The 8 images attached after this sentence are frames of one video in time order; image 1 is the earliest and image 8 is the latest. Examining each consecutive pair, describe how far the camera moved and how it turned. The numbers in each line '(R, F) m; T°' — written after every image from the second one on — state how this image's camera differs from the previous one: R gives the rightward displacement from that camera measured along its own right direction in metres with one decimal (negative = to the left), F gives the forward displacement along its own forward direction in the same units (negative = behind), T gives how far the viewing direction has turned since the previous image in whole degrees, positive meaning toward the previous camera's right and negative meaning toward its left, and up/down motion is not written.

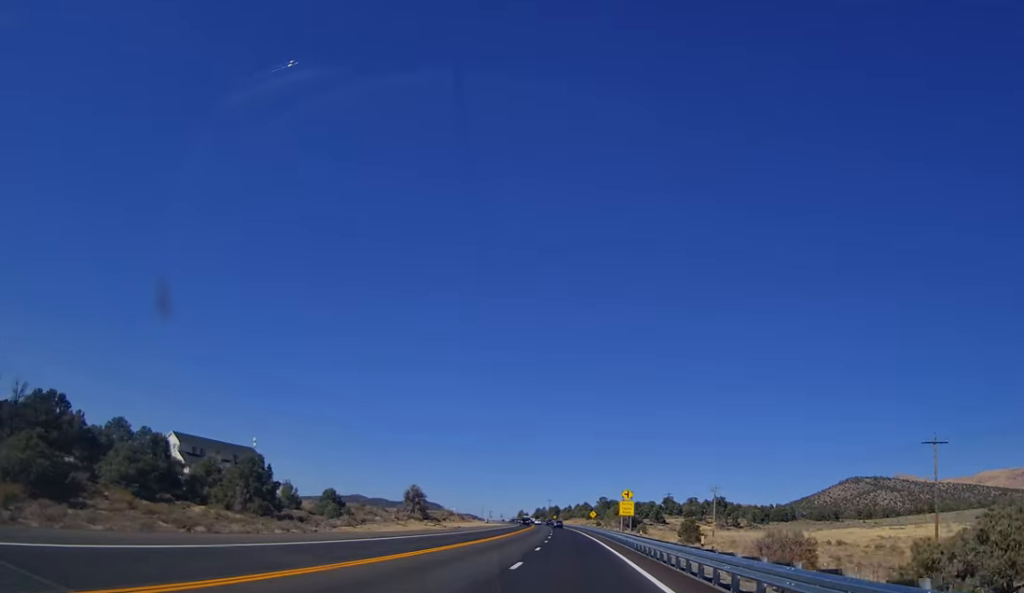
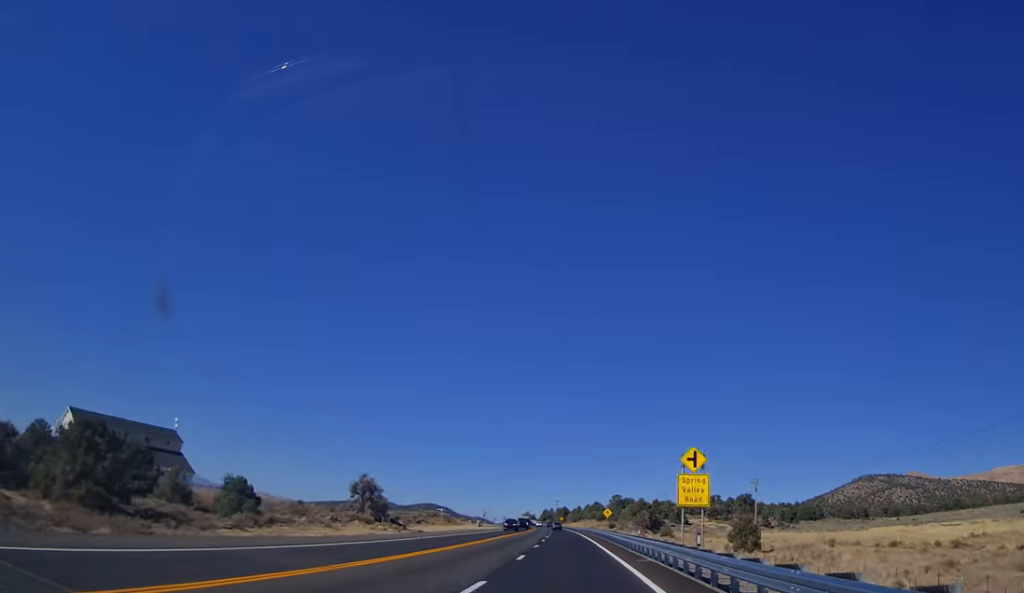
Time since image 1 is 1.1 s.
(-0.7, +31.4) m; -1°
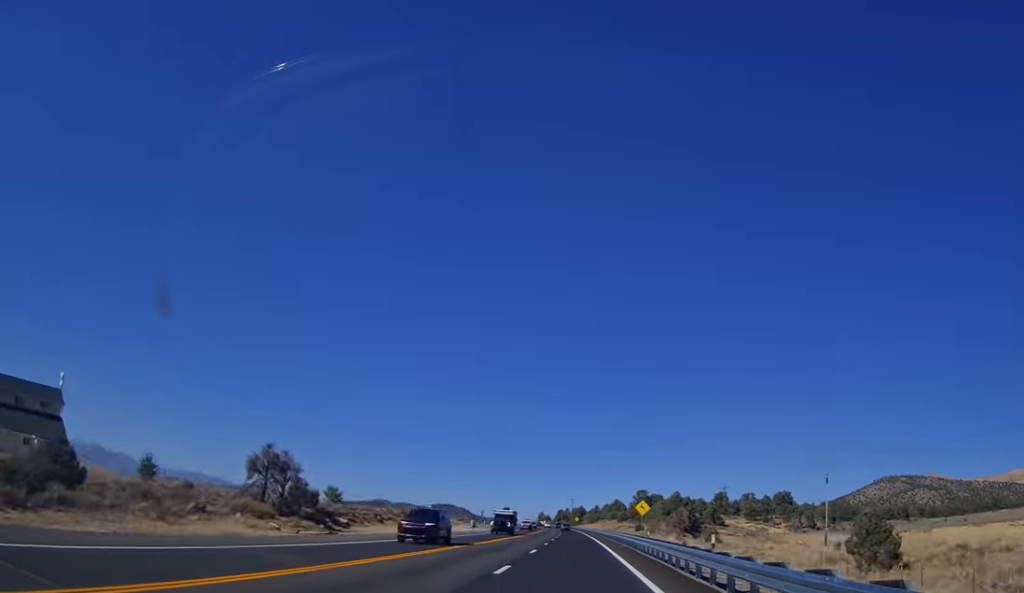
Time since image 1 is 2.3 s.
(-0.5, +31.5) m; -1°
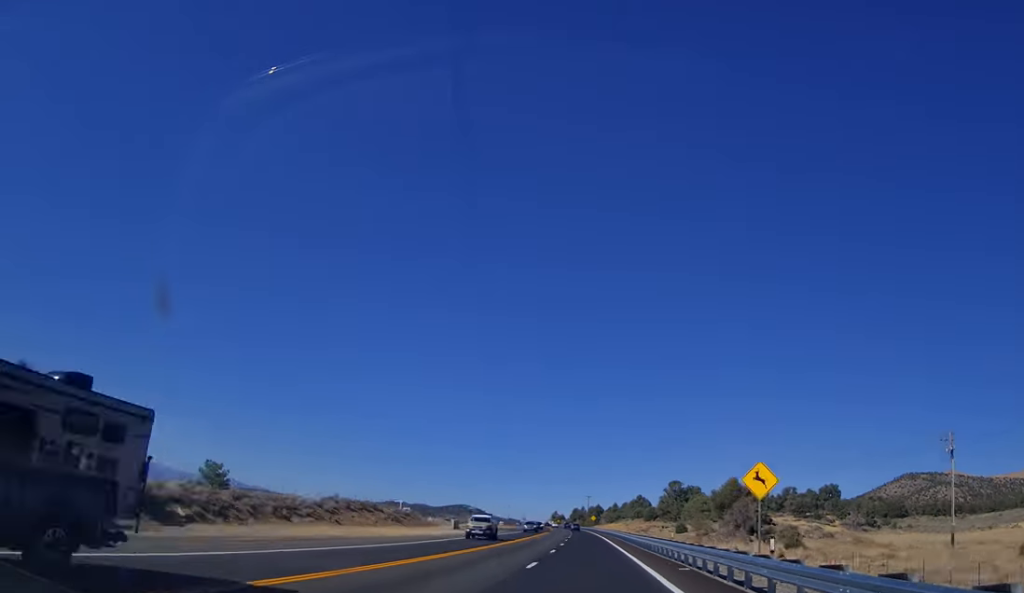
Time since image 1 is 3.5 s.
(0.0, +33.3) m; 0°
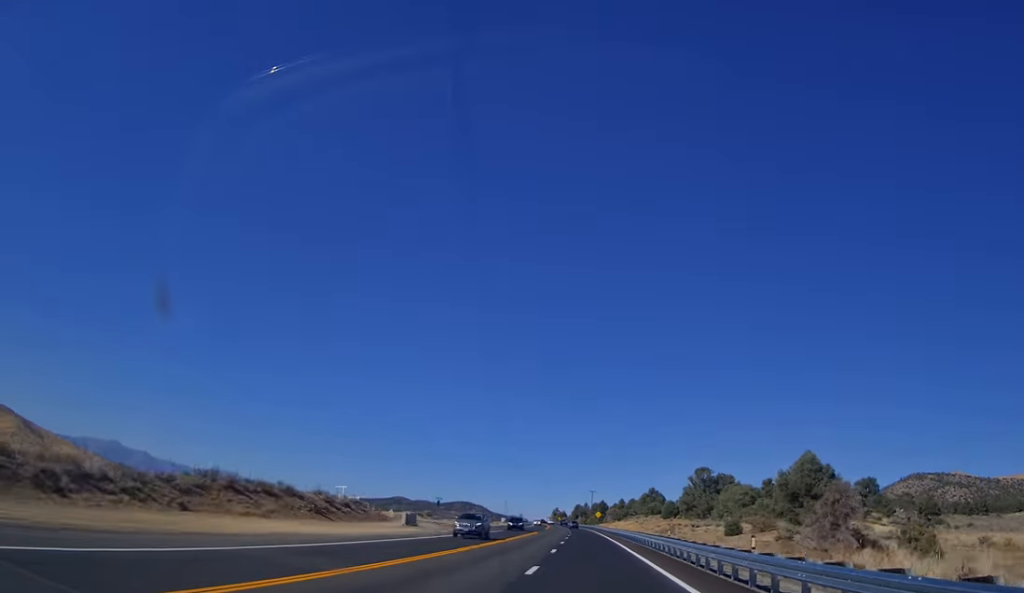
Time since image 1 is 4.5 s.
(0.0, +27.8) m; 0°
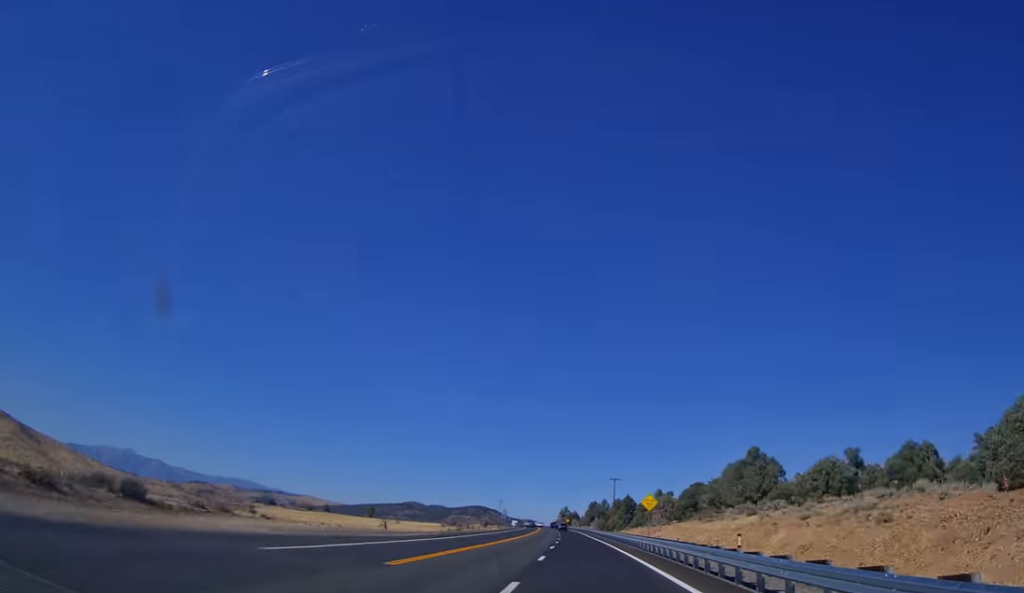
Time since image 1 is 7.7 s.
(-0.9, +91.1) m; -2°
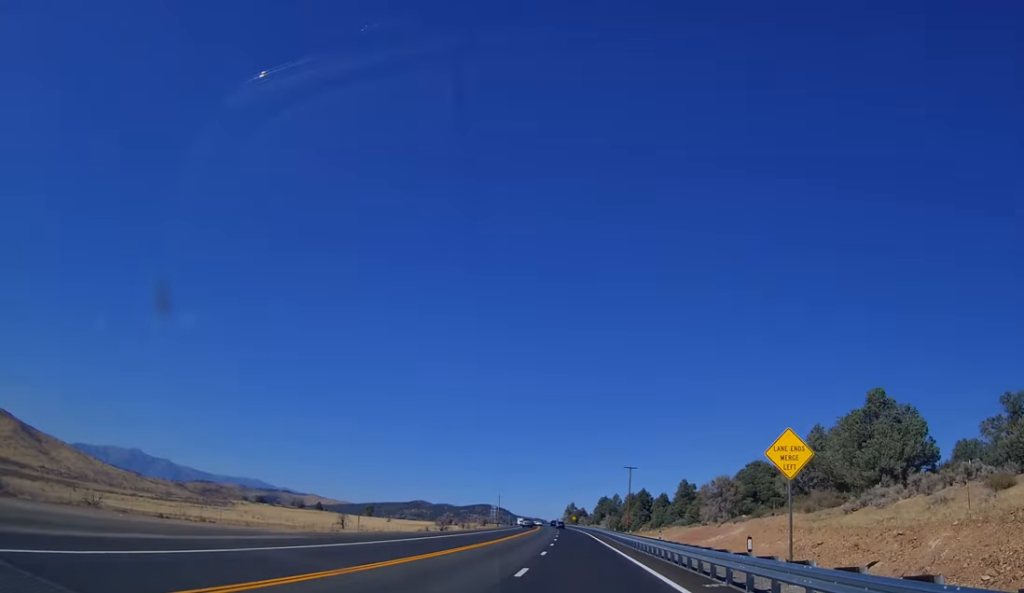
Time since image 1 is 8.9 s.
(-0.2, +31.8) m; -1°
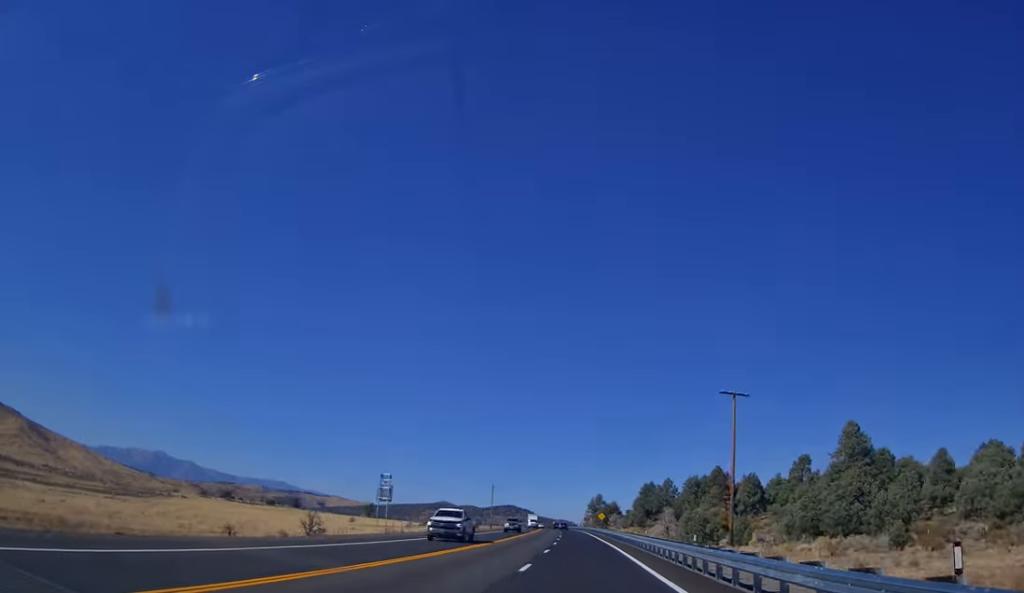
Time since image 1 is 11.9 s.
(-2.3, +84.3) m; -3°
